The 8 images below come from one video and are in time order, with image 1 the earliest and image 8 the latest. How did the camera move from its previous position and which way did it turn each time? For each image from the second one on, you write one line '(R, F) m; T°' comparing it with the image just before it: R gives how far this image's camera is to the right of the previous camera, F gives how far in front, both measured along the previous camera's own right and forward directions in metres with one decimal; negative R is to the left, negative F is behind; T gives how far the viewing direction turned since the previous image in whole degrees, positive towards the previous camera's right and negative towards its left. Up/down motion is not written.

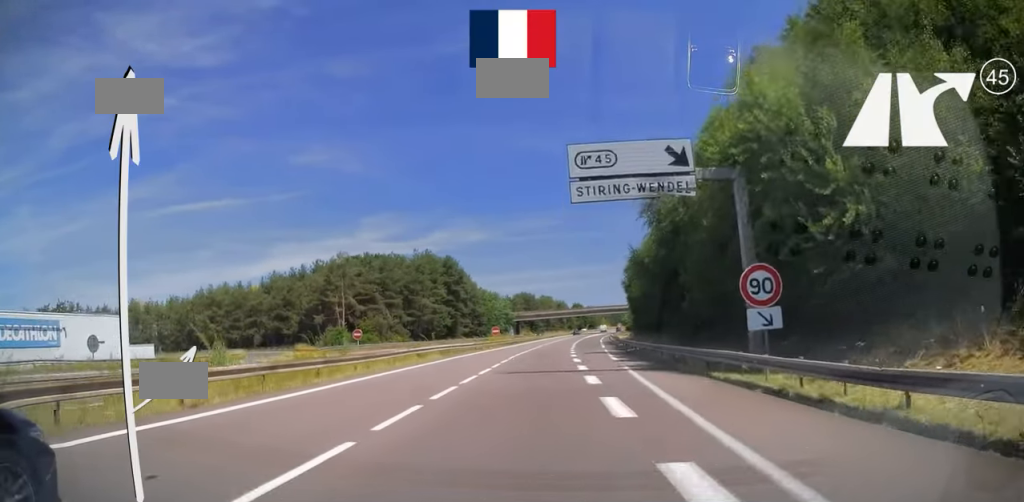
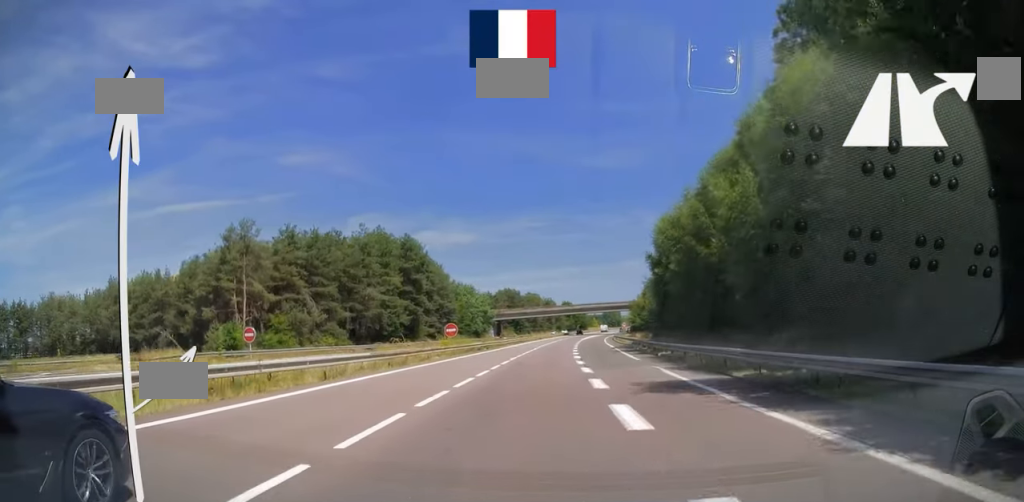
(+0.3, +27.4) m; +1°
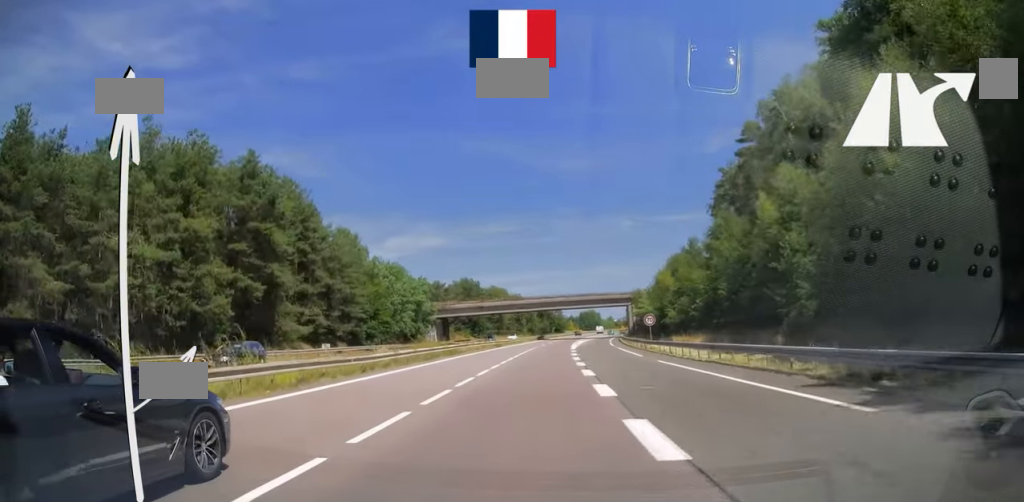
(+0.9, +47.3) m; +2°
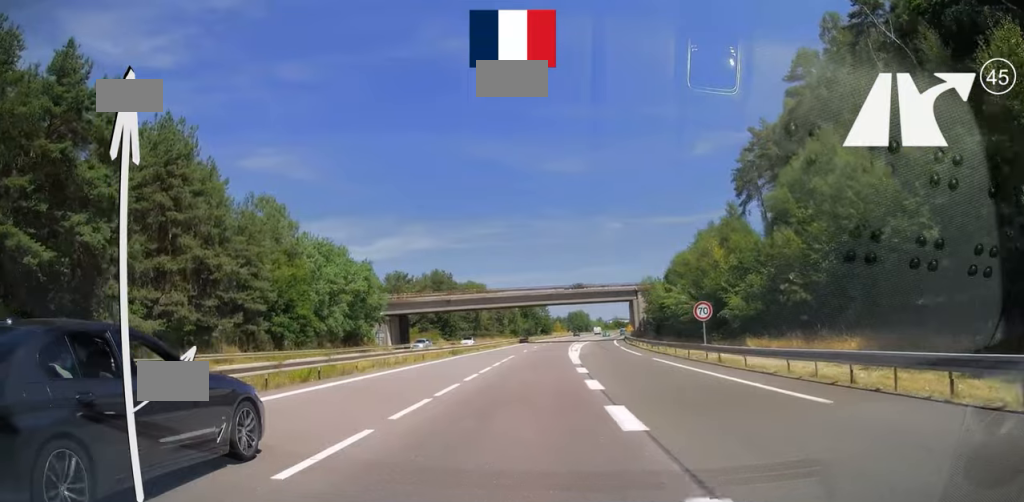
(+0.1, +23.9) m; +1°
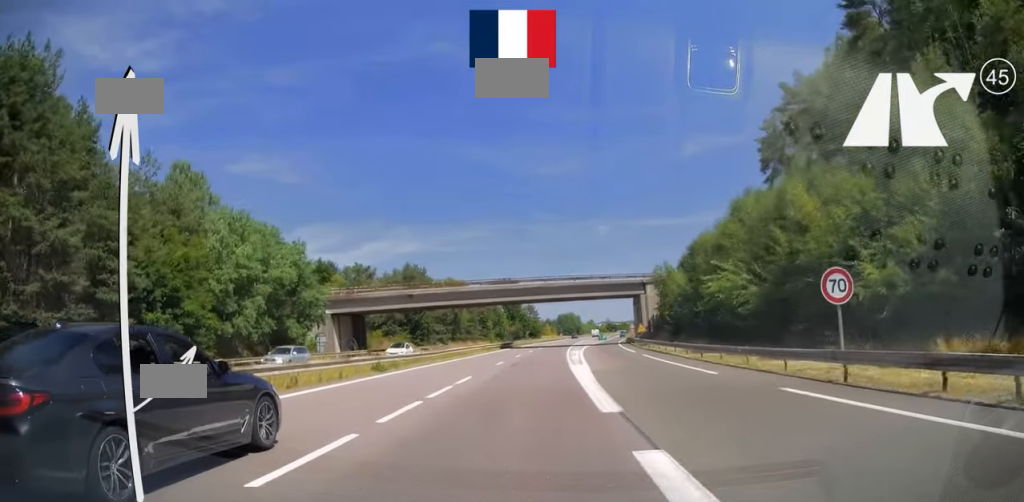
(+0.3, +17.6) m; +1°
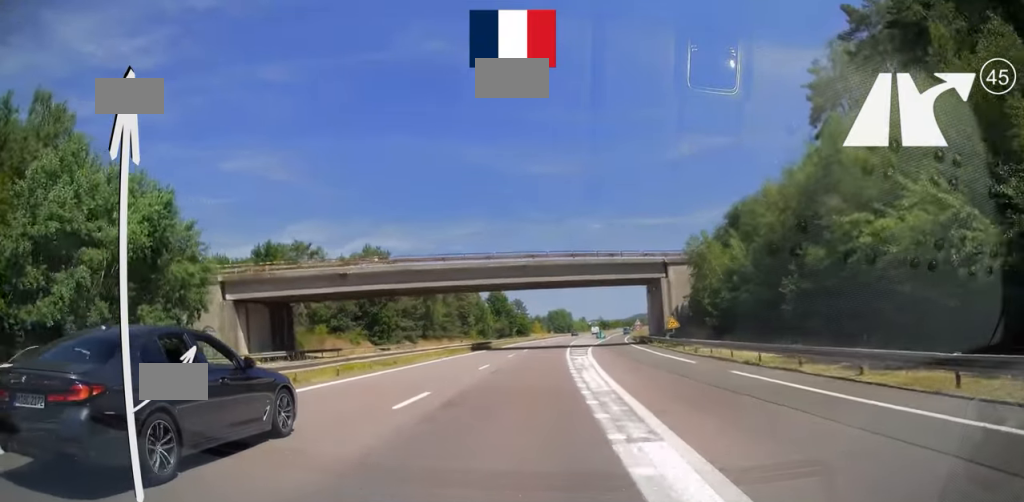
(+0.2, +20.0) m; +1°
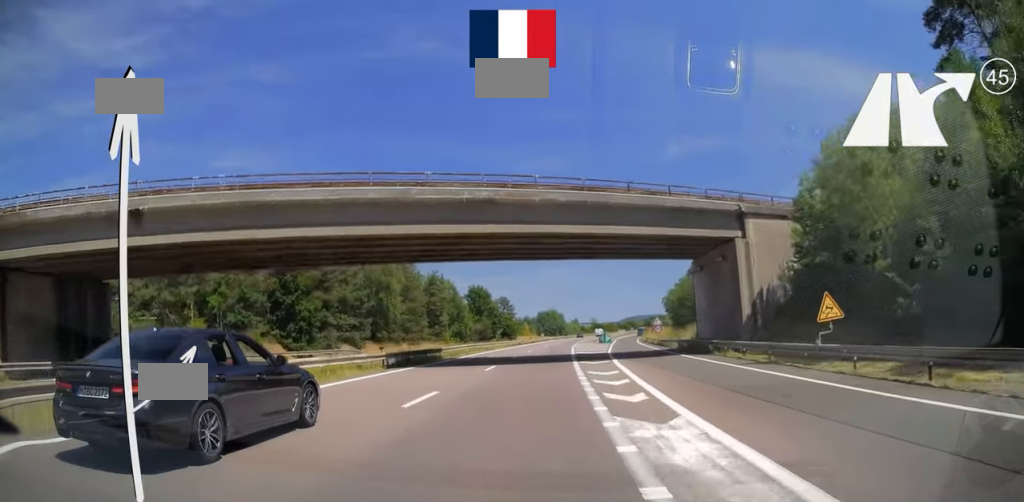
(+0.4, +25.8) m; +2°
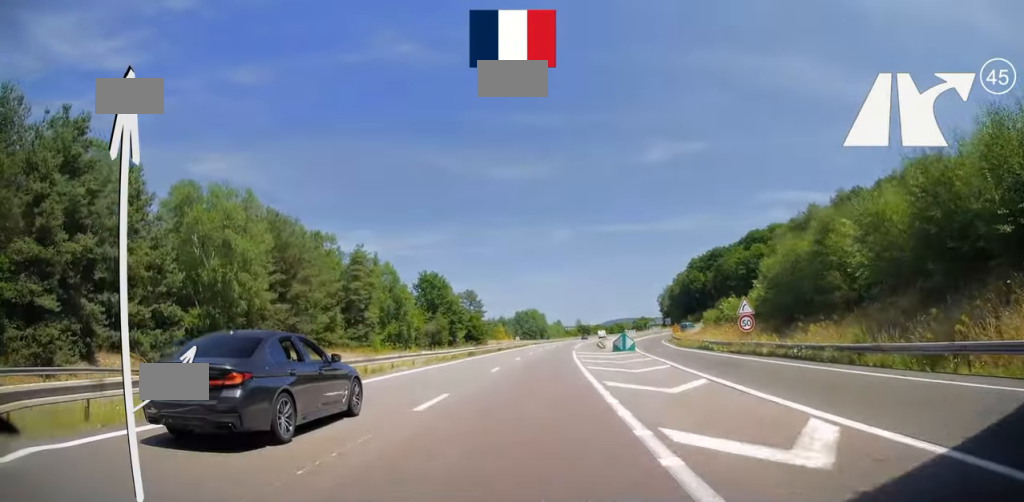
(+0.4, +39.4) m; 0°
